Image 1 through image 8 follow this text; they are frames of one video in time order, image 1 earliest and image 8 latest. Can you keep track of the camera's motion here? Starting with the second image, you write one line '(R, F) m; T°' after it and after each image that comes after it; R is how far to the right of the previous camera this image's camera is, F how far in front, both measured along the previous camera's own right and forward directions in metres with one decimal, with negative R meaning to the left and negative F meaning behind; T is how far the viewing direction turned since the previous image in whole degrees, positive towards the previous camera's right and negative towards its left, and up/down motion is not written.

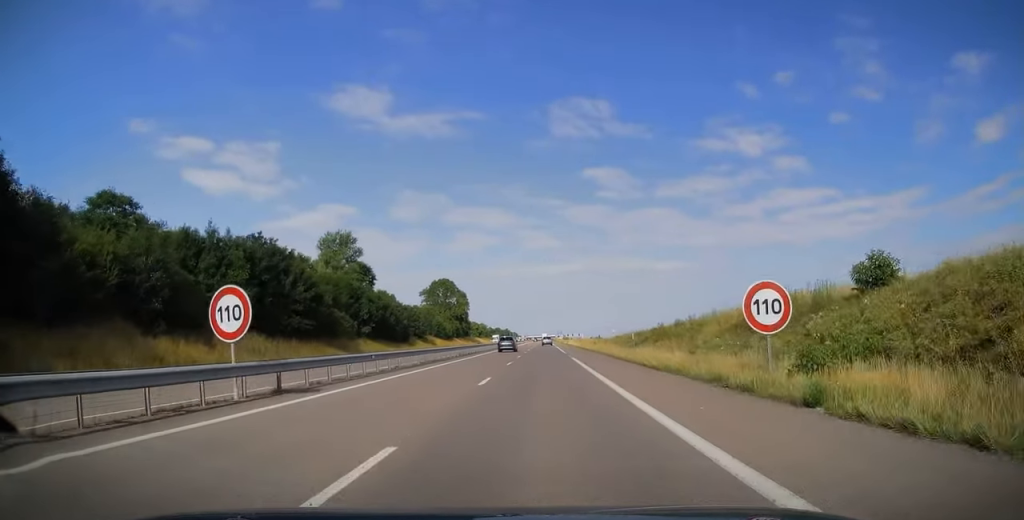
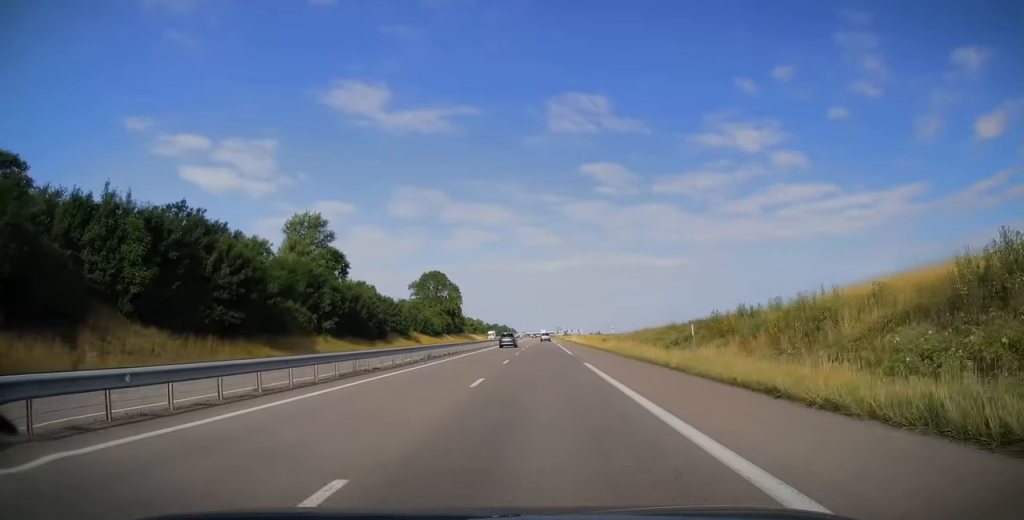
(-0.2, +15.2) m; 0°
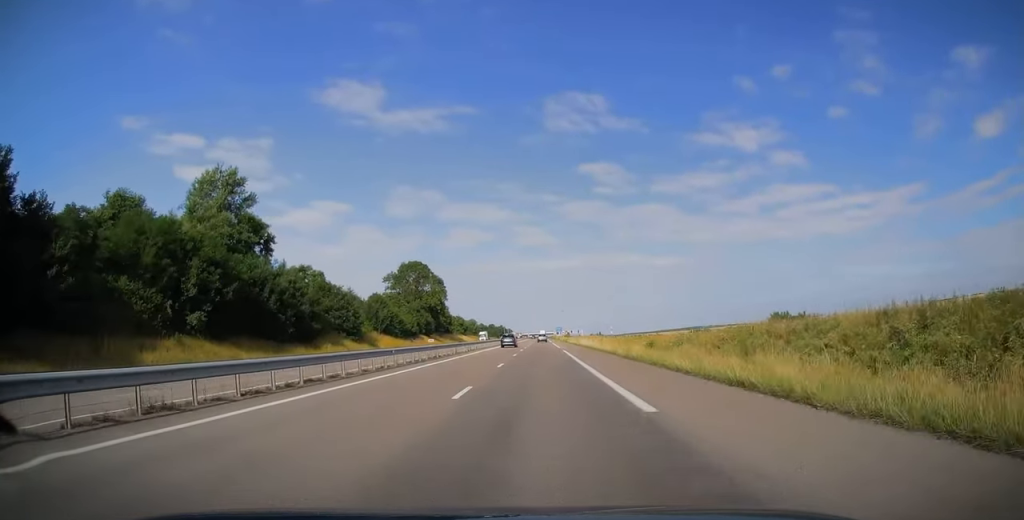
(+0.3, +28.9) m; +1°
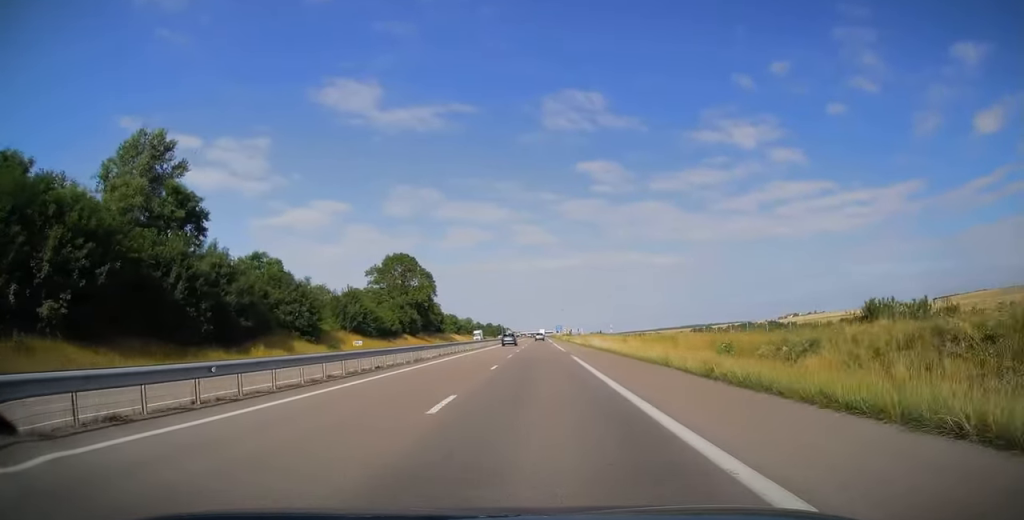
(0.0, +15.5) m; 0°
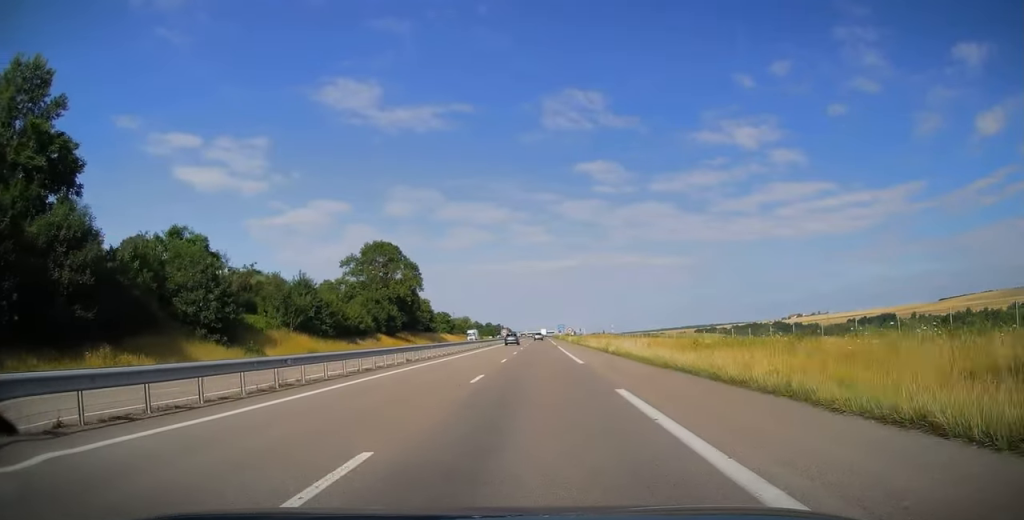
(0.0, +19.6) m; 0°
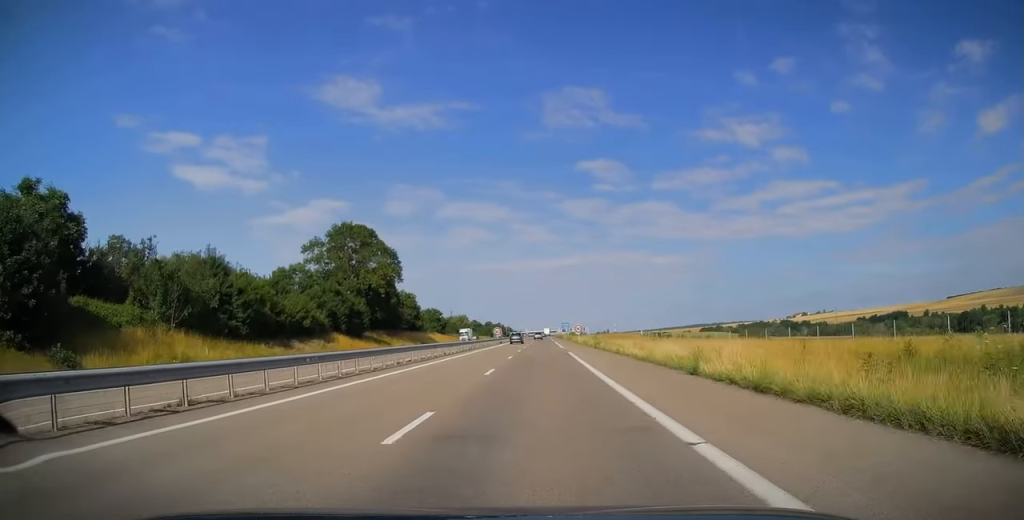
(0.0, +22.5) m; -1°
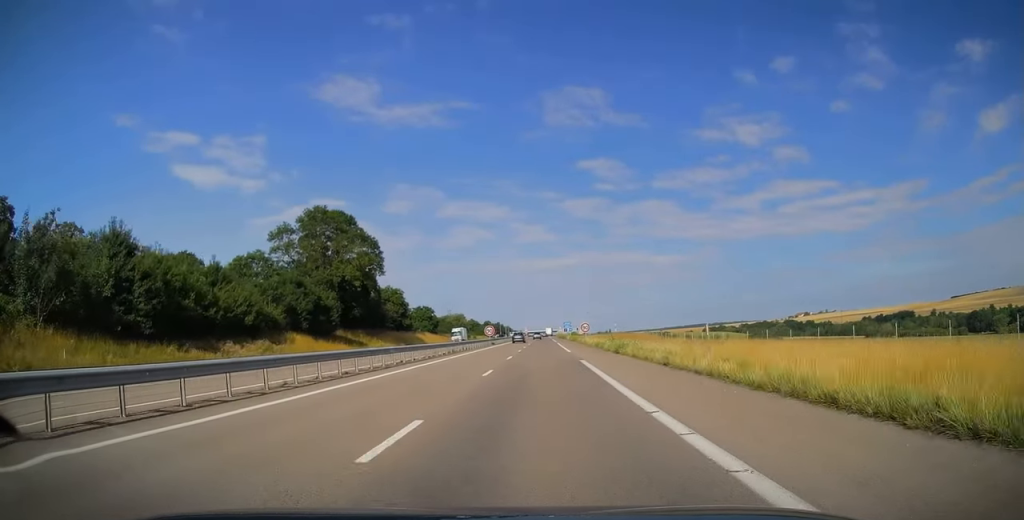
(-0.2, +13.9) m; 0°
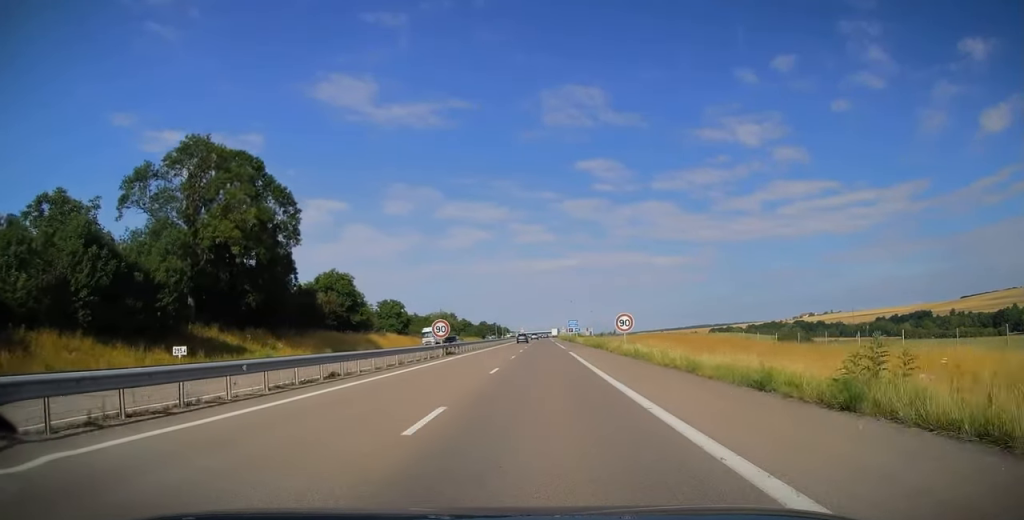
(+0.1, +37.0) m; +1°
